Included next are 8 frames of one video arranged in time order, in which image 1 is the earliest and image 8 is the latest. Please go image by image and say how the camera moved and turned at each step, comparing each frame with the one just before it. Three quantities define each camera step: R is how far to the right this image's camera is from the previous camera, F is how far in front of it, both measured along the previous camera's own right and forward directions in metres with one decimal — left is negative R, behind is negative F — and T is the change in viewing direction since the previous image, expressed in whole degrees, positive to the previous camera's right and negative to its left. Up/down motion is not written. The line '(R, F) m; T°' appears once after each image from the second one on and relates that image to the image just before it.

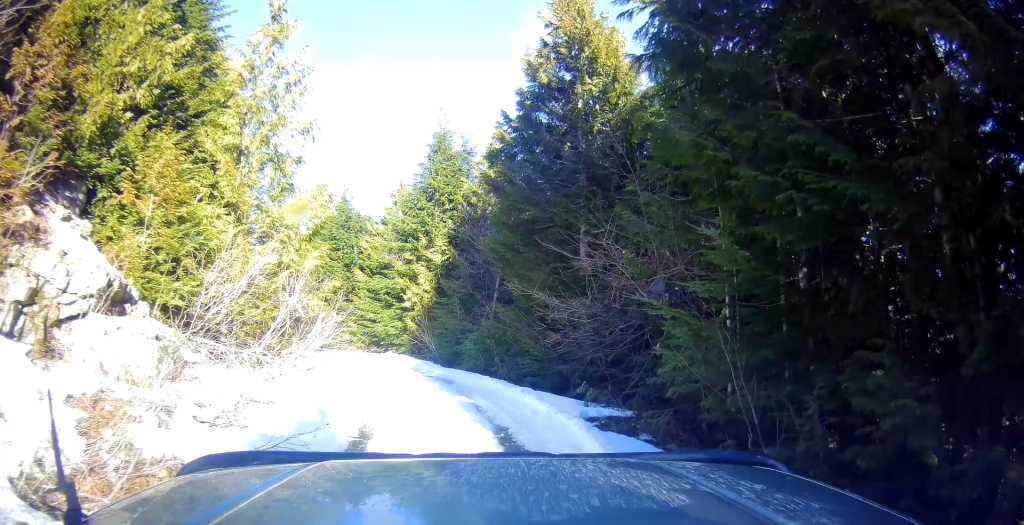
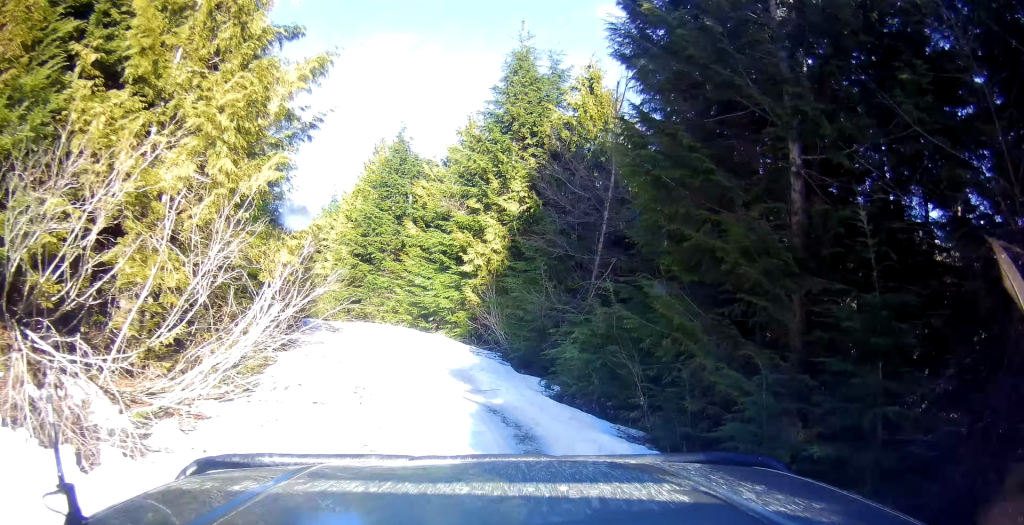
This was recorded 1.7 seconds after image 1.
(+0.4, +7.0) m; +4°
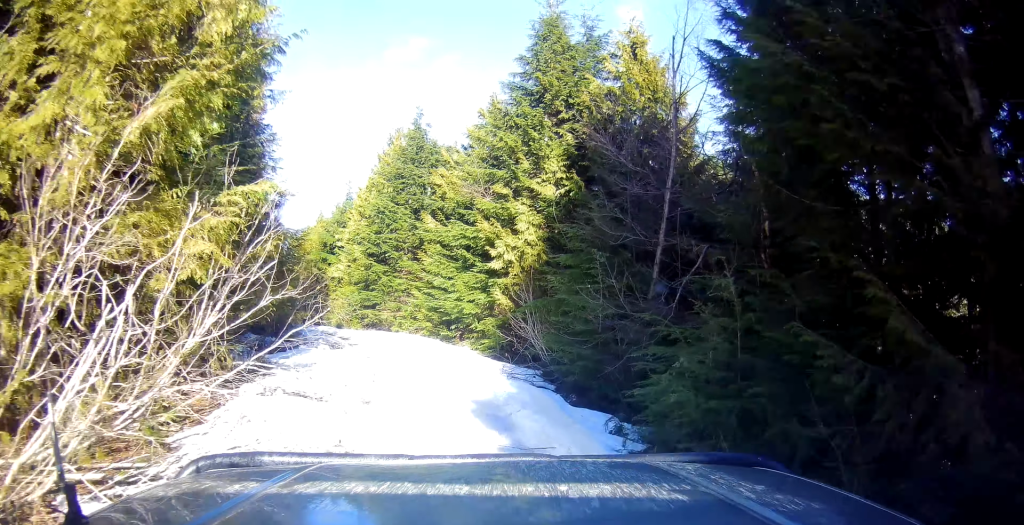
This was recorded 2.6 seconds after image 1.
(0.0, +3.3) m; -6°
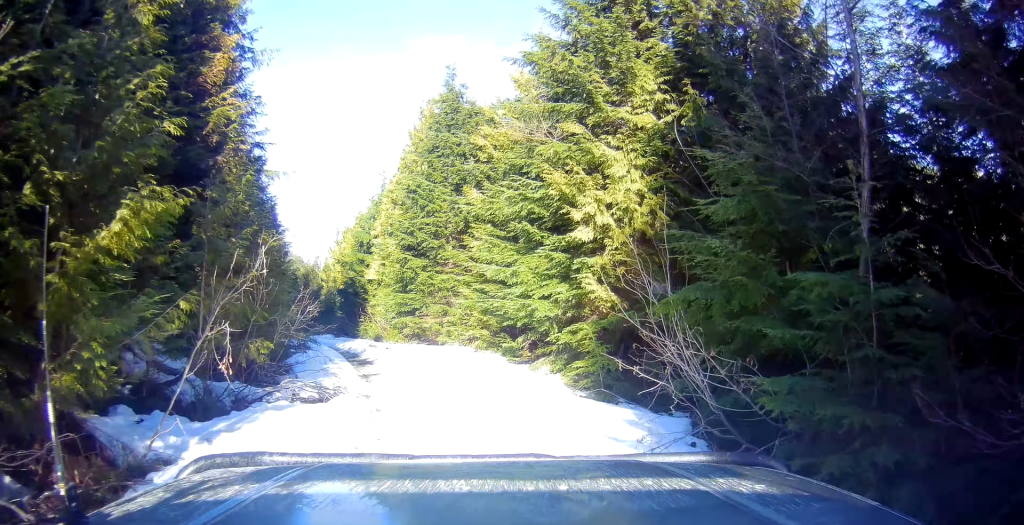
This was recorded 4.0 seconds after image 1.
(-0.9, +6.3) m; -15°
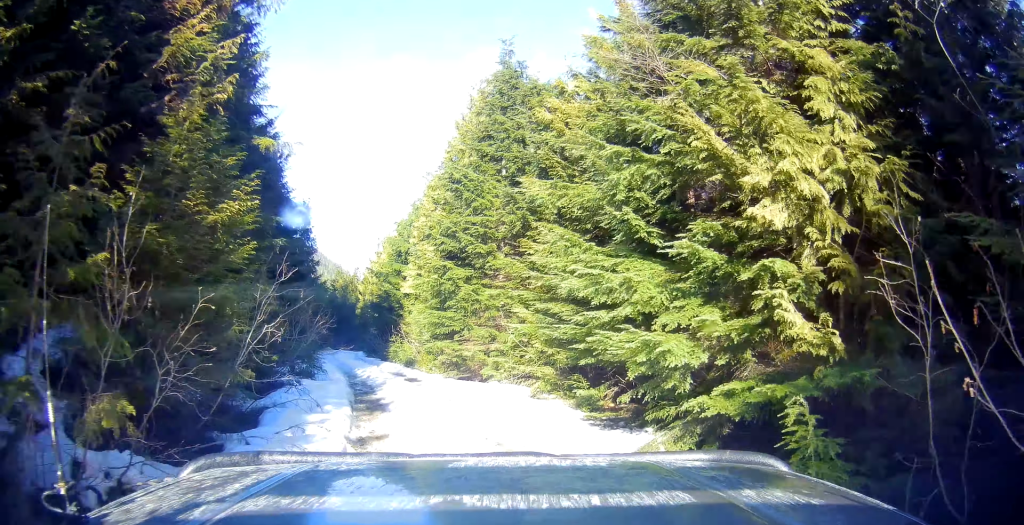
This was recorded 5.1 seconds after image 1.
(-0.4, +5.0) m; -6°
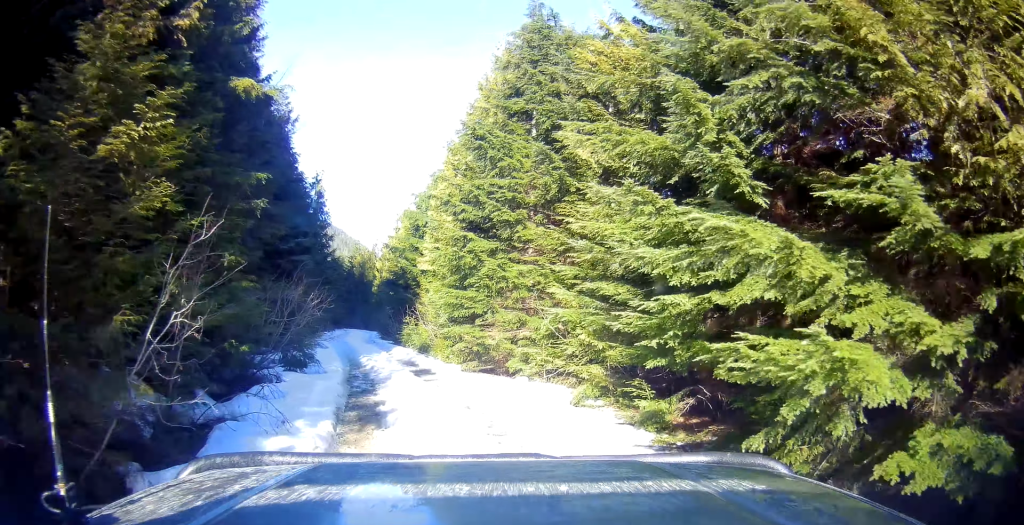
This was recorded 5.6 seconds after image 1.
(-0.1, +2.8) m; 0°
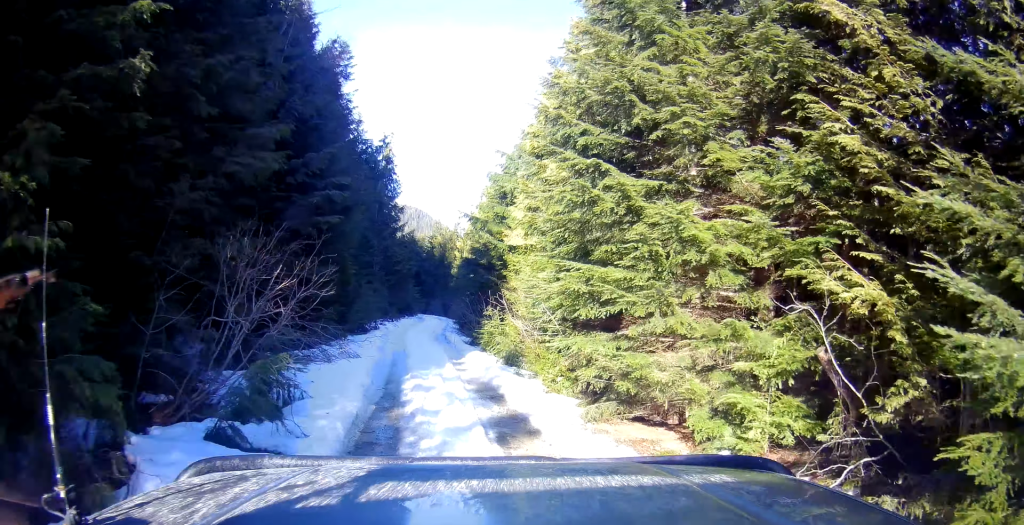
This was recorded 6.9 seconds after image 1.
(+0.5, +7.0) m; +6°
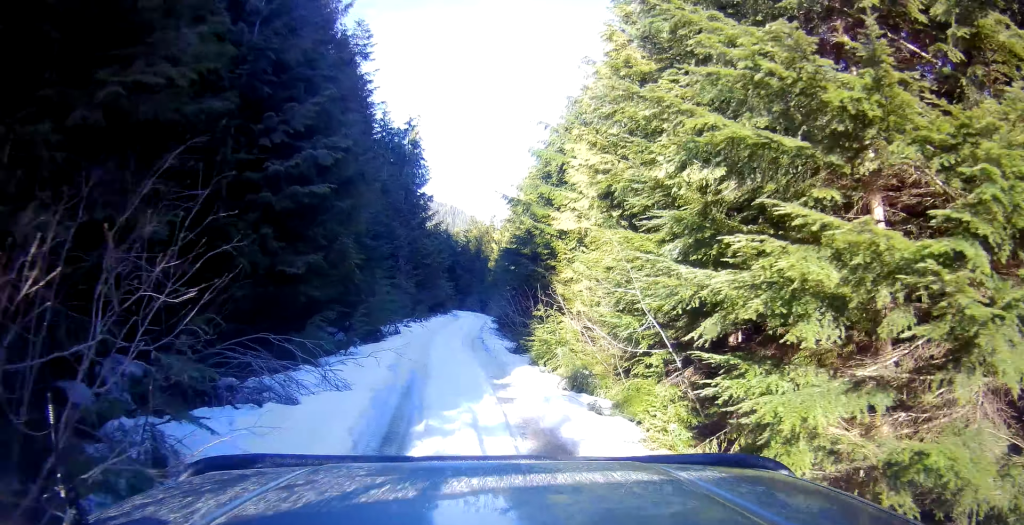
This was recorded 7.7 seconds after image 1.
(+0.2, +4.1) m; -1°
